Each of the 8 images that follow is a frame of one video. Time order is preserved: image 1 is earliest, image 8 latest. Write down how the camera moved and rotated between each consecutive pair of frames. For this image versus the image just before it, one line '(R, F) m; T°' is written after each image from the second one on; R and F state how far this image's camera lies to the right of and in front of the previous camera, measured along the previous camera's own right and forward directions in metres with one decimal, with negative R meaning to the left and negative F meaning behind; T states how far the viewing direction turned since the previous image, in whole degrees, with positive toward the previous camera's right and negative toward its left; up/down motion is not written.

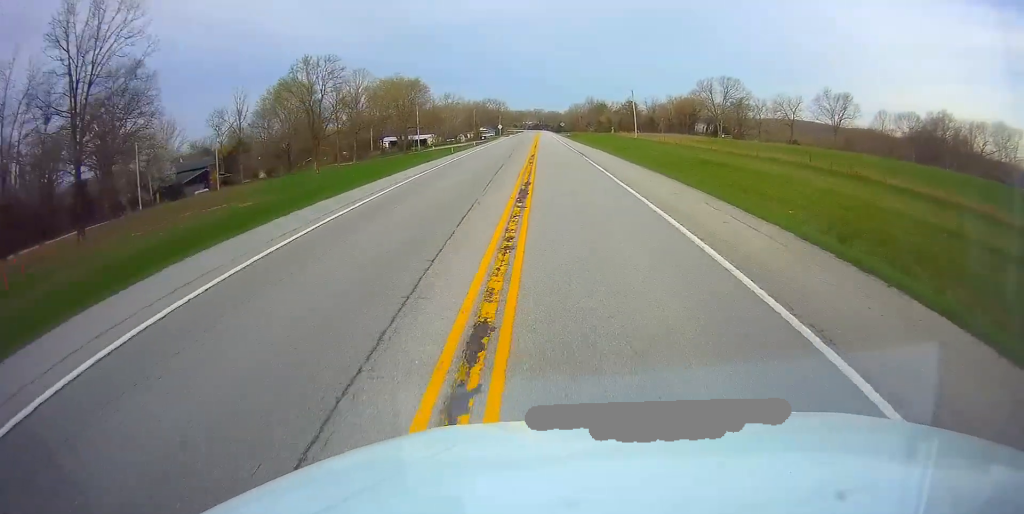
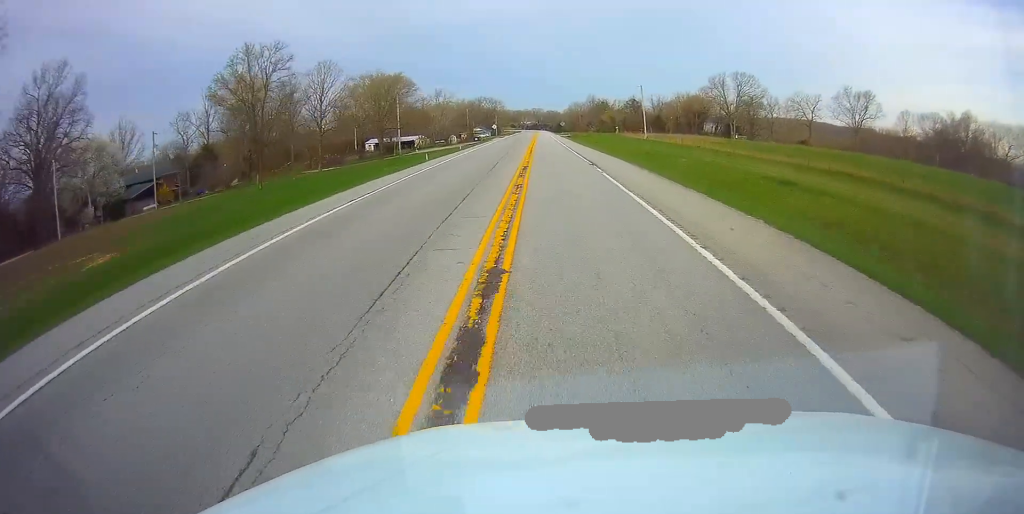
(0.0, +13.4) m; 0°
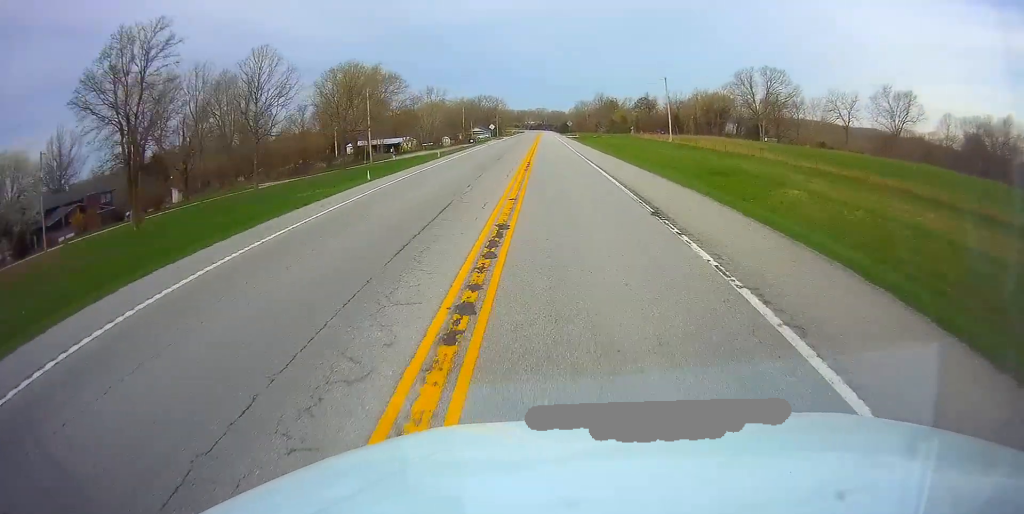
(-0.1, +18.6) m; 0°
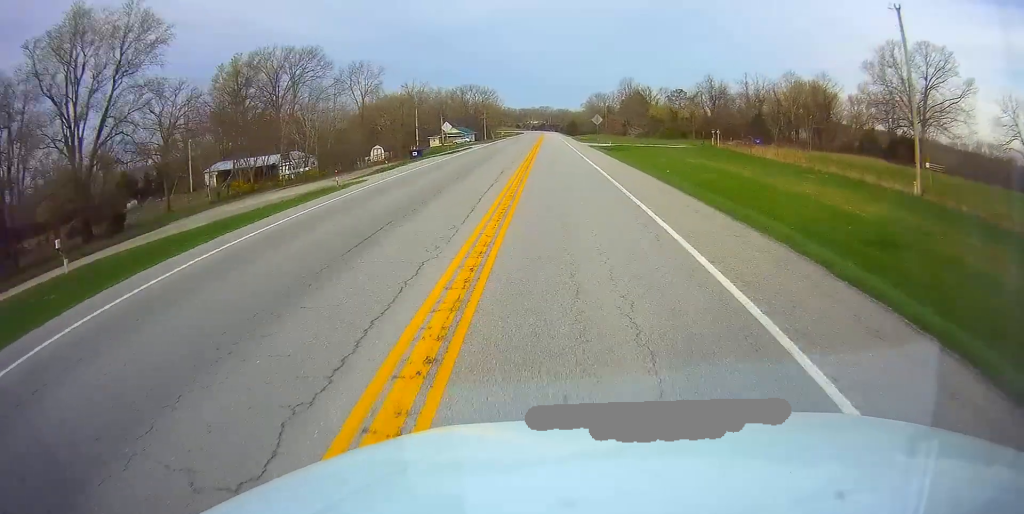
(0.0, +62.9) m; 0°
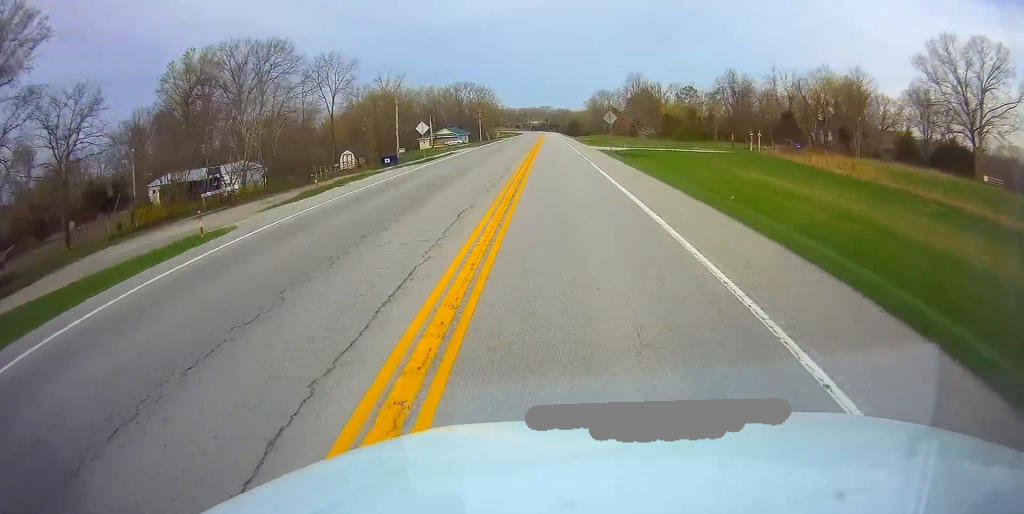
(0.0, +13.4) m; 0°
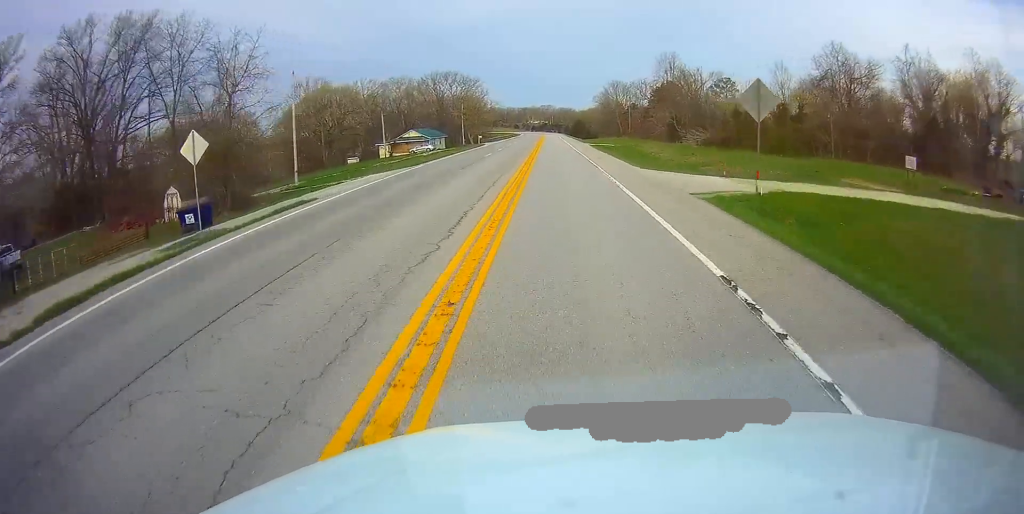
(0.0, +37.2) m; 0°
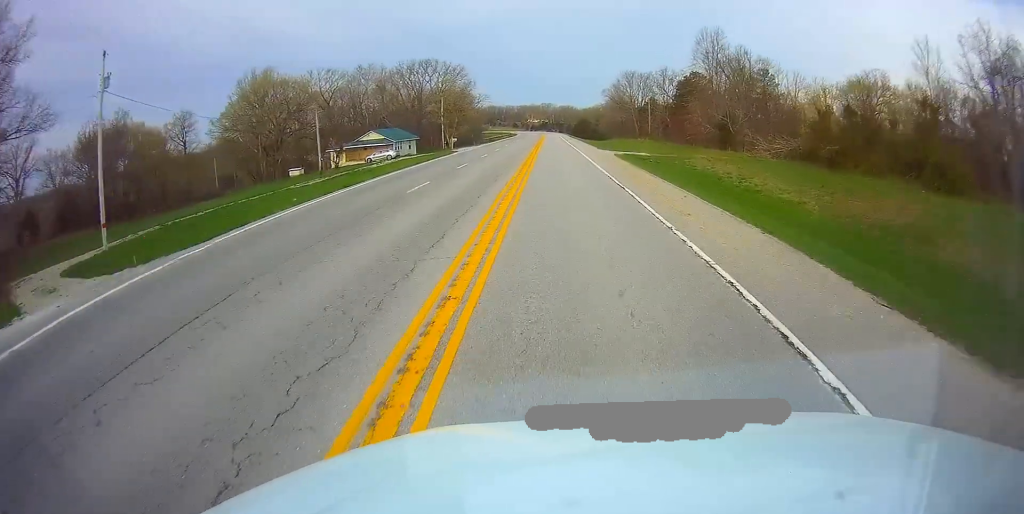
(0.0, +25.8) m; 0°
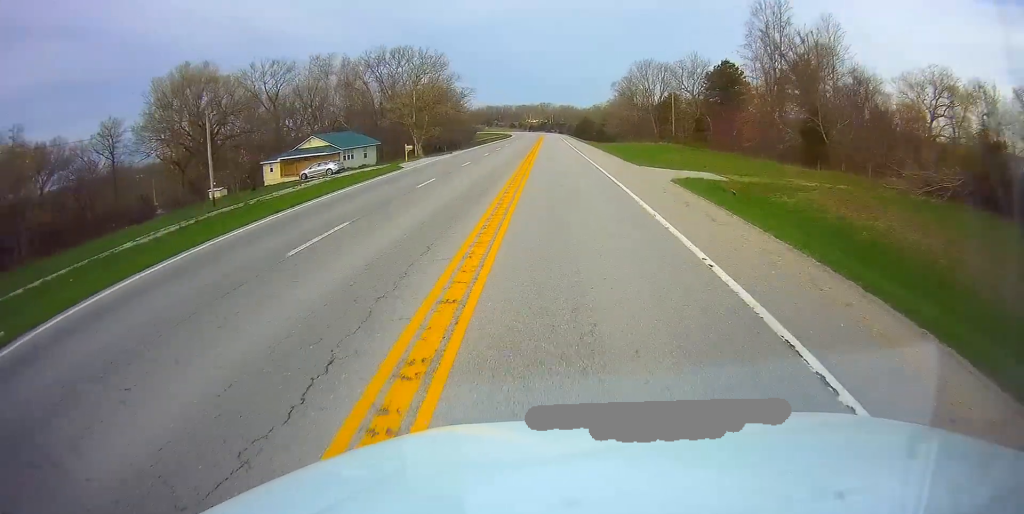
(0.0, +21.7) m; 0°
